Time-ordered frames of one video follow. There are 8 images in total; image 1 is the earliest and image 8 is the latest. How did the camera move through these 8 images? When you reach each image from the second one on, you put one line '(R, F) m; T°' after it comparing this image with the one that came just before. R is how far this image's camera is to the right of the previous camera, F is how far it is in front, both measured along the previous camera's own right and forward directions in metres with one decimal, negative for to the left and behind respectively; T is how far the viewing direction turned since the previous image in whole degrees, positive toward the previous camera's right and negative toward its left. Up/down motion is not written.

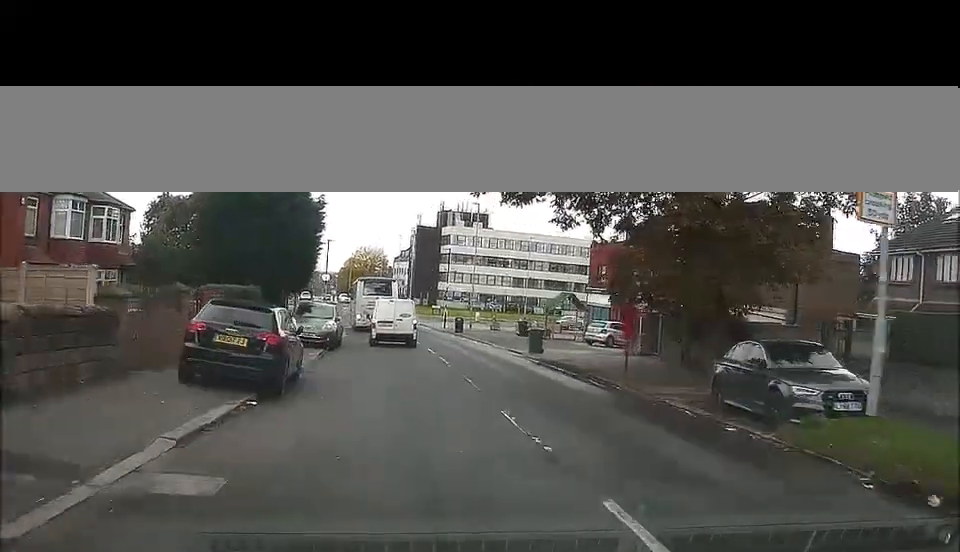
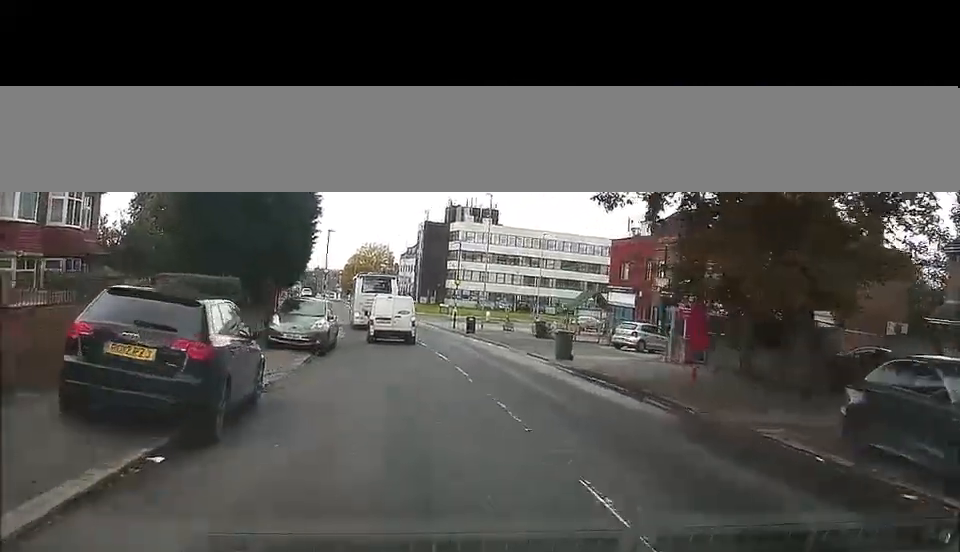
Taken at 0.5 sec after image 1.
(0.0, +4.9) m; 0°
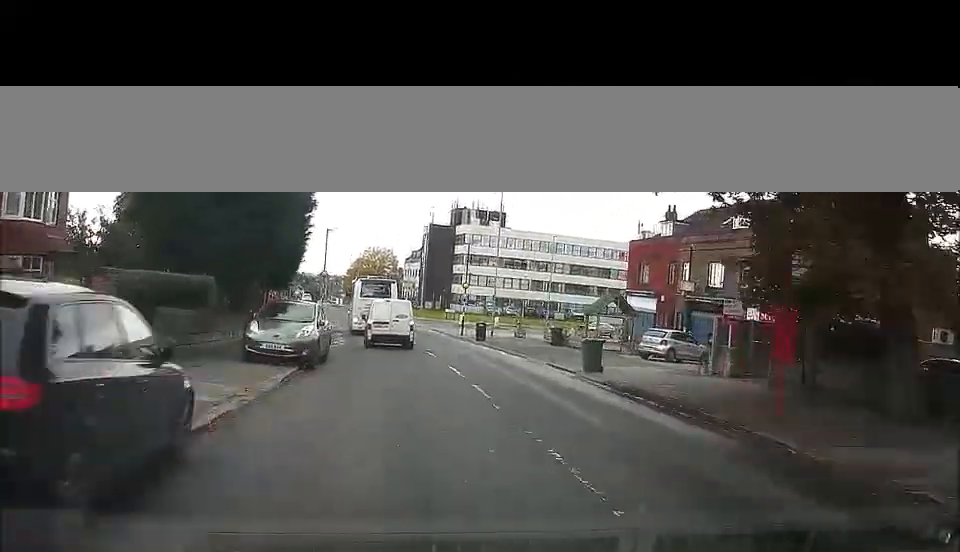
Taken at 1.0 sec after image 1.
(0.0, +3.9) m; 0°
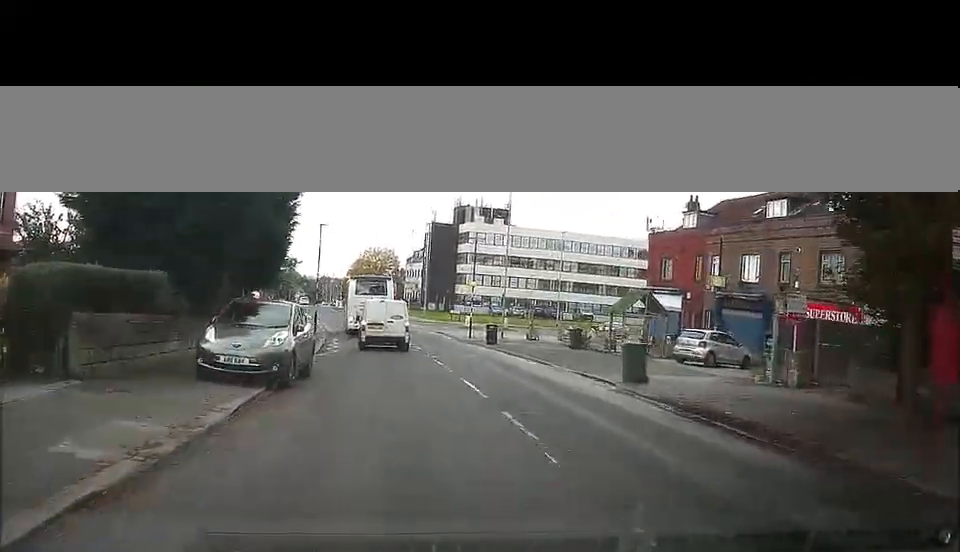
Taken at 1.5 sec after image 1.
(-0.1, +4.4) m; -1°
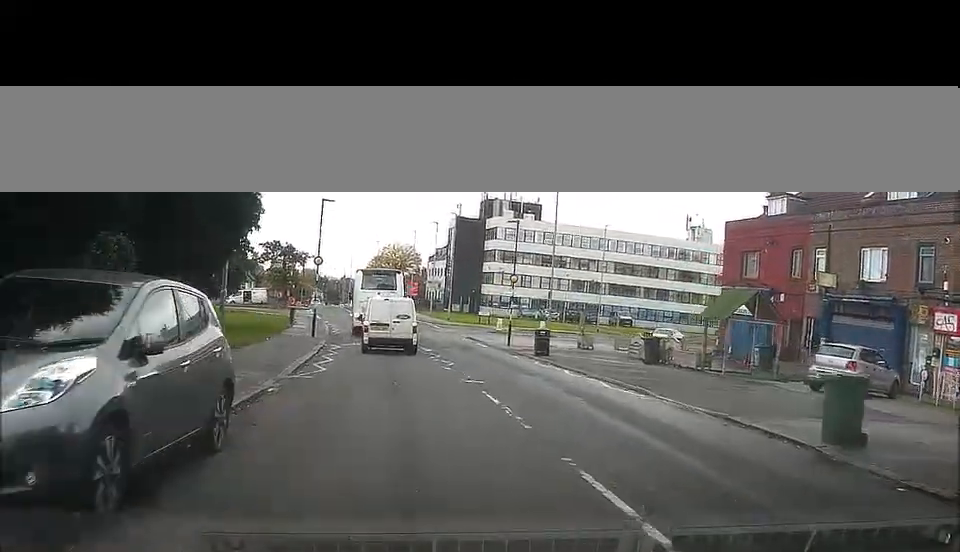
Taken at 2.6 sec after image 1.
(-0.1, +9.7) m; -1°
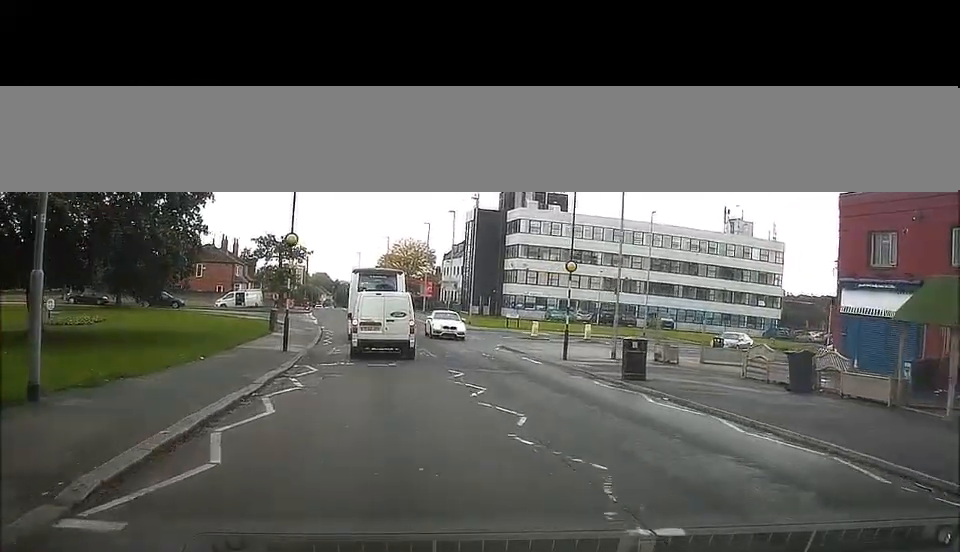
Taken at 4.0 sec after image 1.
(-0.2, +11.3) m; -2°
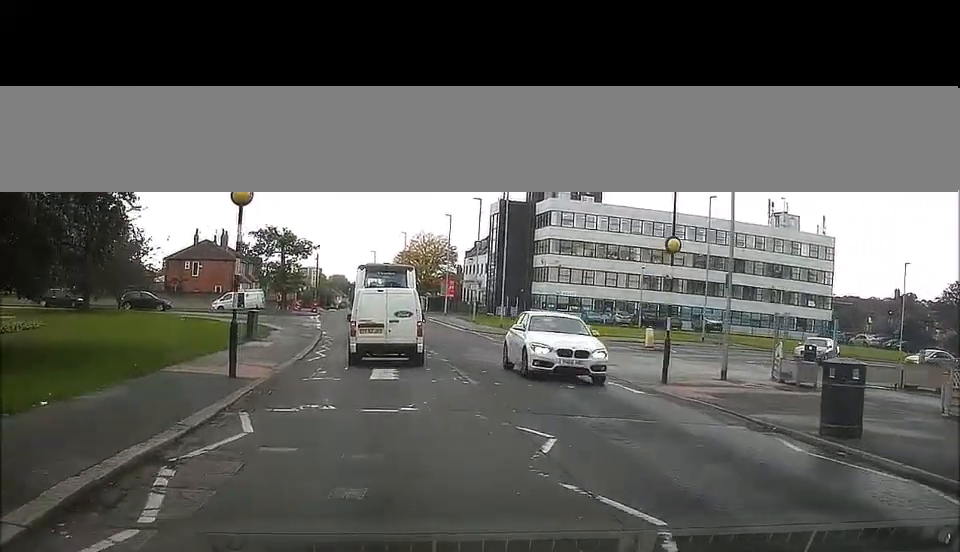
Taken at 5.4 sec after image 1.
(-0.2, +9.6) m; -2°
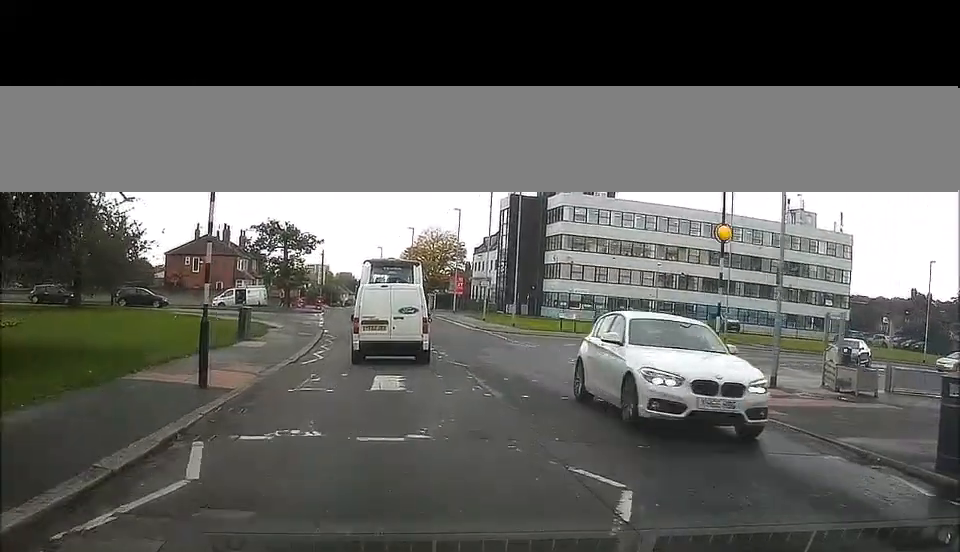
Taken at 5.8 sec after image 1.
(0.0, +2.7) m; 0°
